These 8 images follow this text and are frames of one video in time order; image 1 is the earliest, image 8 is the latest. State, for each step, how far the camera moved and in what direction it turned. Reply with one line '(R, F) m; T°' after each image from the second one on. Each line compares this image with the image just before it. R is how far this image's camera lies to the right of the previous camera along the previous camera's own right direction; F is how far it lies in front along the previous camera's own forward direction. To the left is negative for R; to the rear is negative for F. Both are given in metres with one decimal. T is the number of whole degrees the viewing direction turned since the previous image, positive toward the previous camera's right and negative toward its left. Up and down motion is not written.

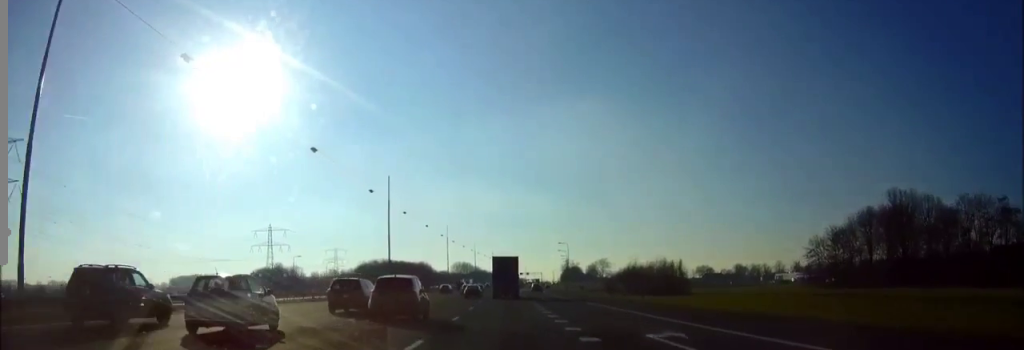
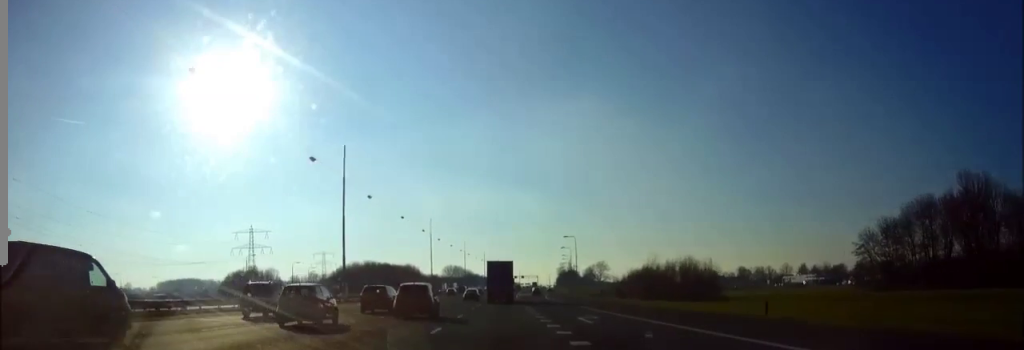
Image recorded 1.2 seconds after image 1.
(+0.1, +27.8) m; 0°
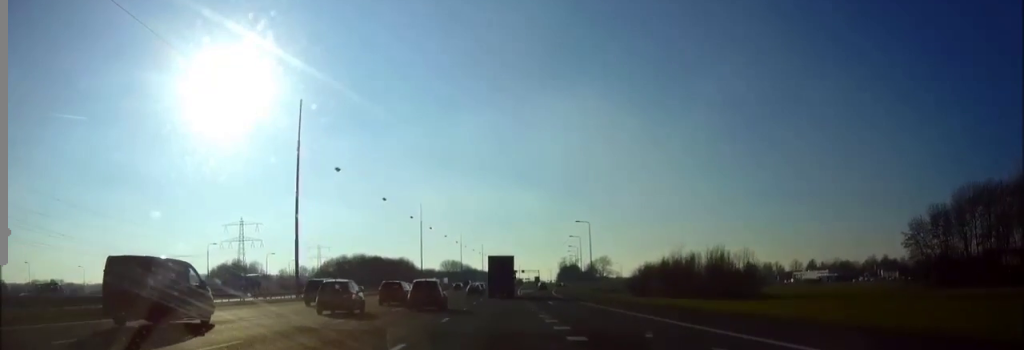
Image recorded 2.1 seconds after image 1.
(0.0, +19.5) m; 0°
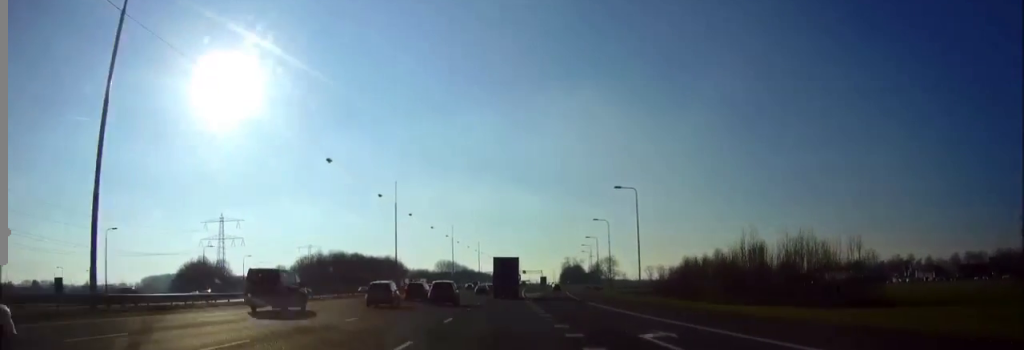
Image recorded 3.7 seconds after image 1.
(-0.1, +35.1) m; 0°
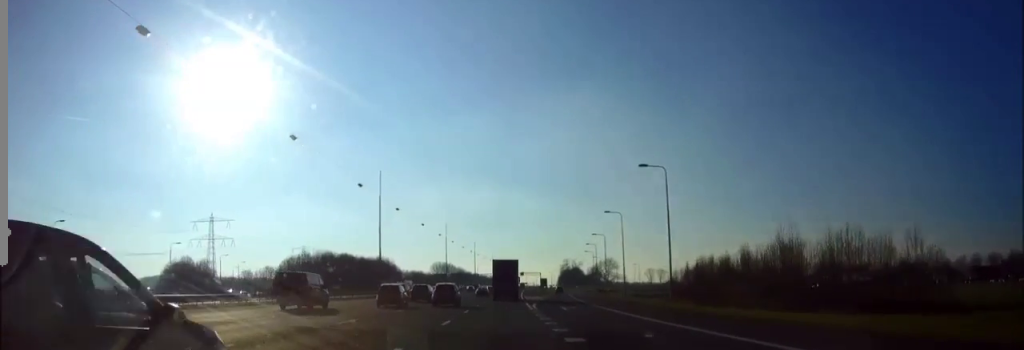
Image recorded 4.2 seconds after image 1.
(0.0, +12.6) m; 0°
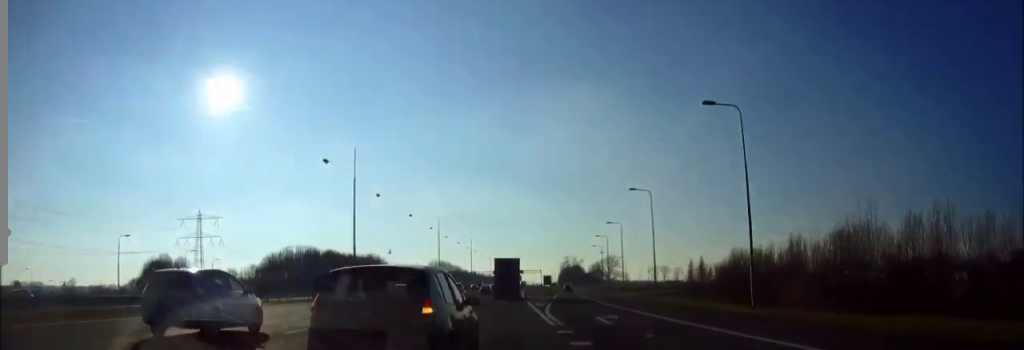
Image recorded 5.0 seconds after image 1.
(0.0, +17.1) m; 0°
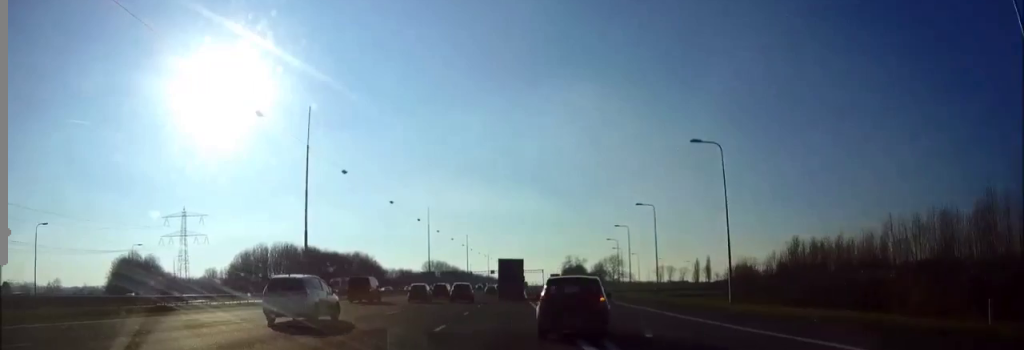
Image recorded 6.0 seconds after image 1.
(+0.1, +21.6) m; 0°
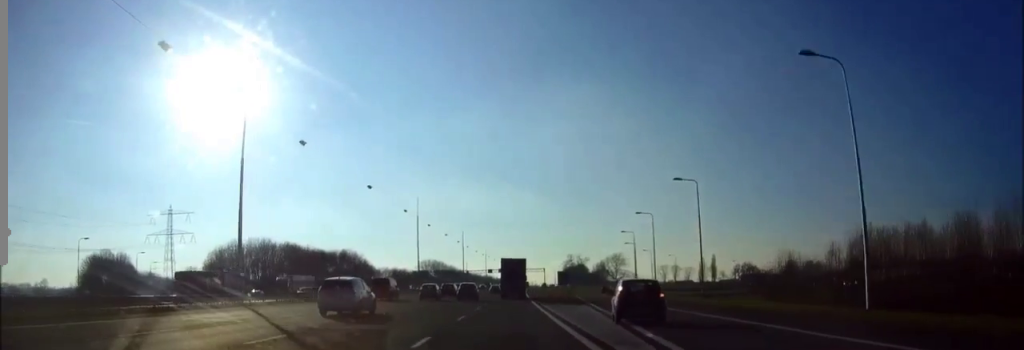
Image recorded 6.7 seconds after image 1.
(0.0, +17.2) m; 0°
